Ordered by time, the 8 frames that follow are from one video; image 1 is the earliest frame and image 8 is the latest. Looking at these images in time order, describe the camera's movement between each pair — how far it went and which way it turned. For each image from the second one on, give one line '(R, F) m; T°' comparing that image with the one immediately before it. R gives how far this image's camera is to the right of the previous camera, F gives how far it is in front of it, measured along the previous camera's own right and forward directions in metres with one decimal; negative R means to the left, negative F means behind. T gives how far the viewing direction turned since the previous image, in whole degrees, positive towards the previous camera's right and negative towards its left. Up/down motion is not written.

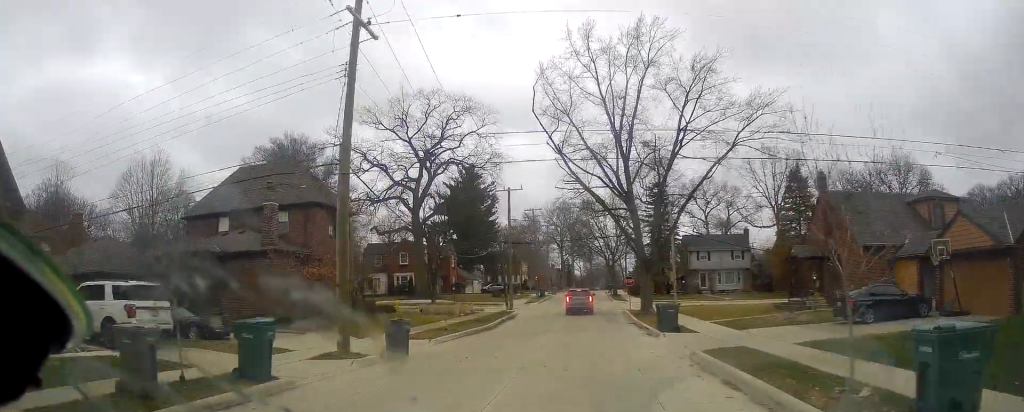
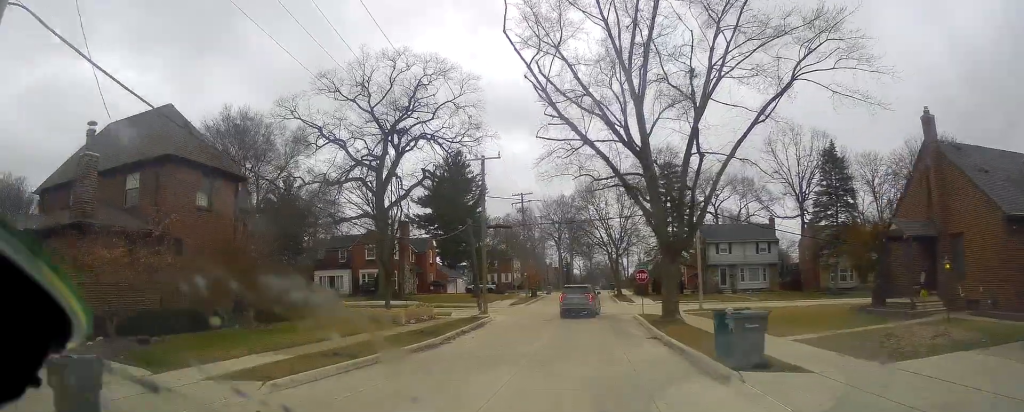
(0.0, +12.2) m; 0°
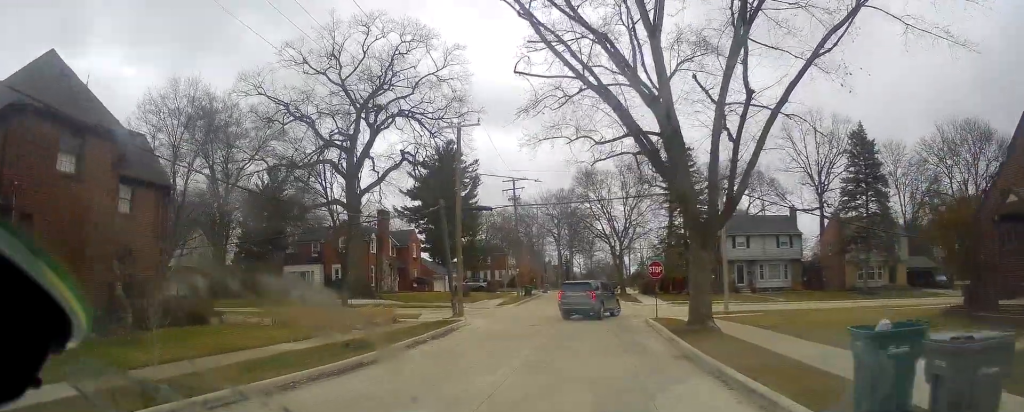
(0.0, +7.7) m; 0°
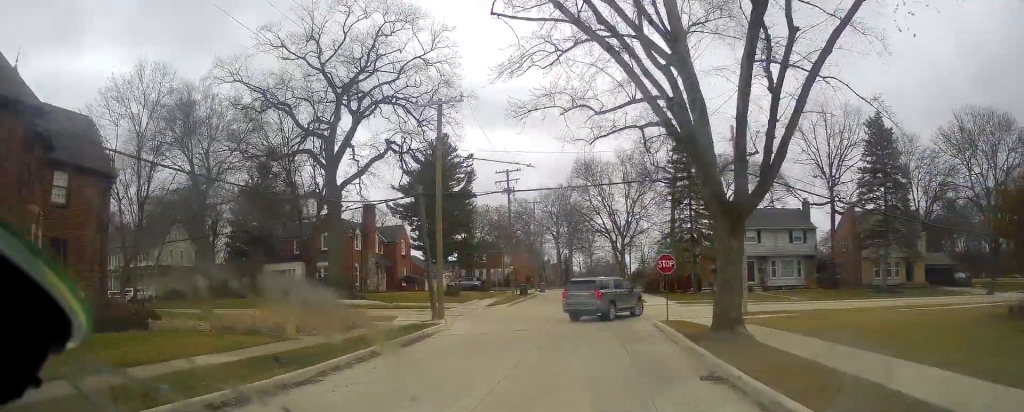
(0.0, +4.2) m; 0°
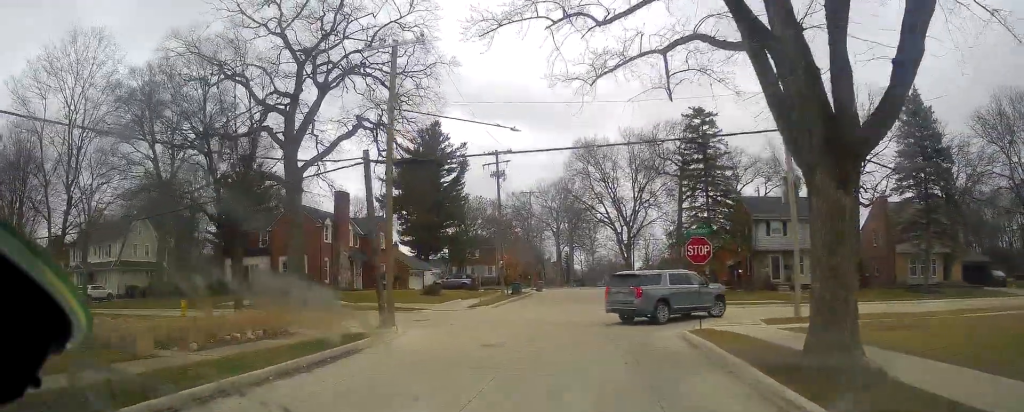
(0.0, +7.7) m; 0°
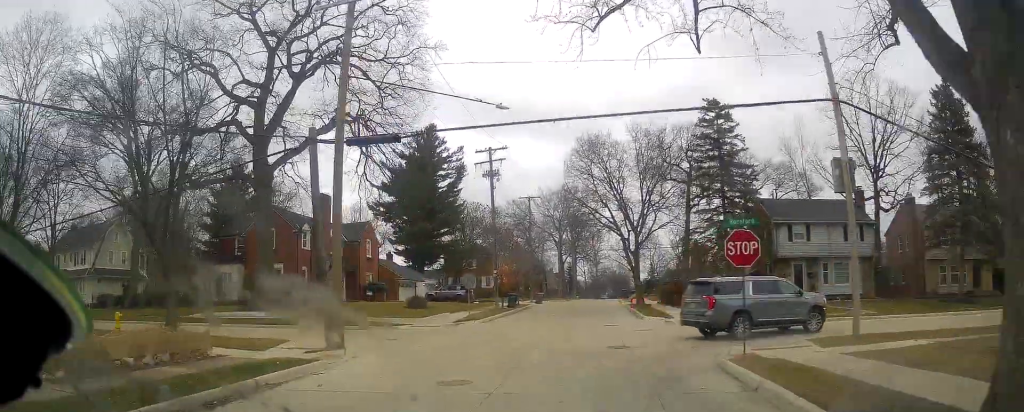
(0.0, +5.1) m; -3°
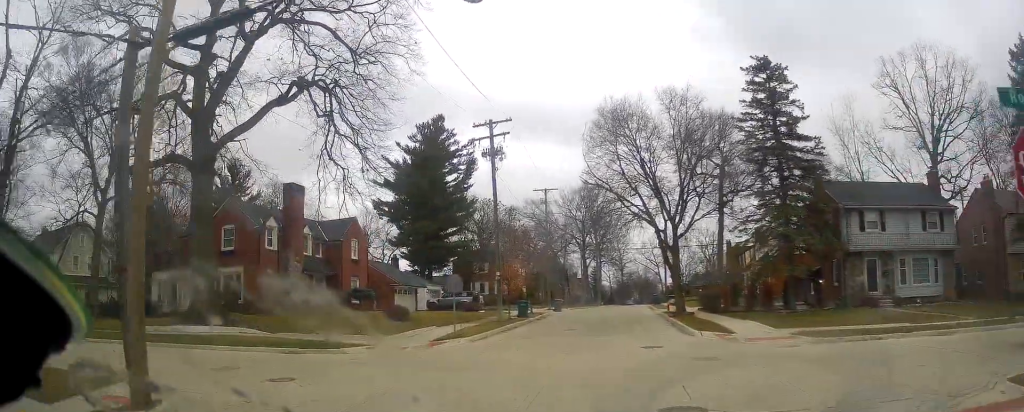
(-0.8, +10.5) m; -3°
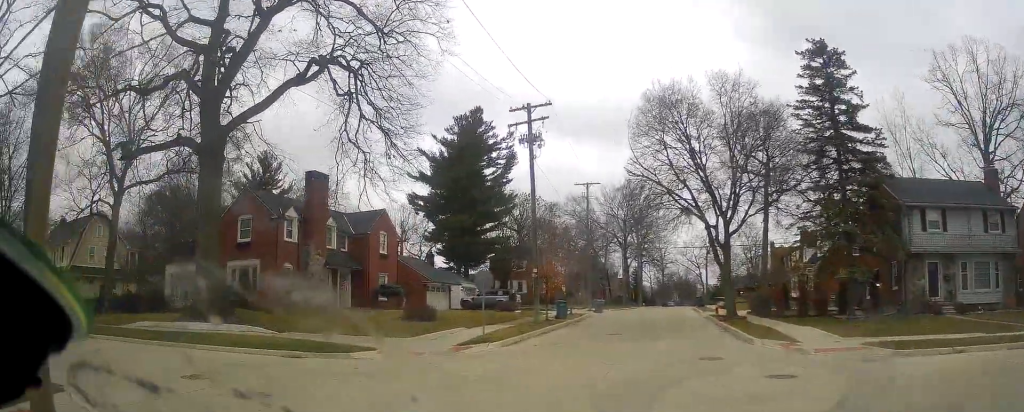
(+0.2, +3.7) m; +3°
